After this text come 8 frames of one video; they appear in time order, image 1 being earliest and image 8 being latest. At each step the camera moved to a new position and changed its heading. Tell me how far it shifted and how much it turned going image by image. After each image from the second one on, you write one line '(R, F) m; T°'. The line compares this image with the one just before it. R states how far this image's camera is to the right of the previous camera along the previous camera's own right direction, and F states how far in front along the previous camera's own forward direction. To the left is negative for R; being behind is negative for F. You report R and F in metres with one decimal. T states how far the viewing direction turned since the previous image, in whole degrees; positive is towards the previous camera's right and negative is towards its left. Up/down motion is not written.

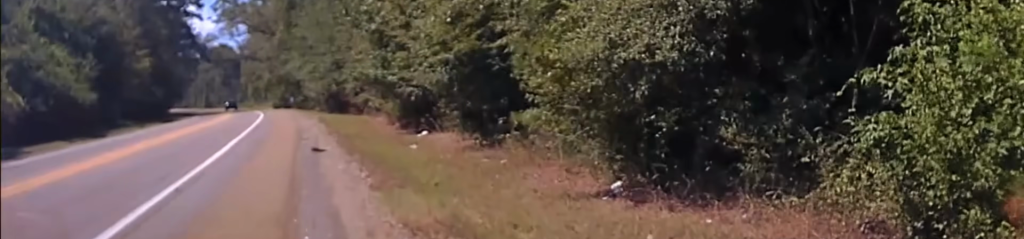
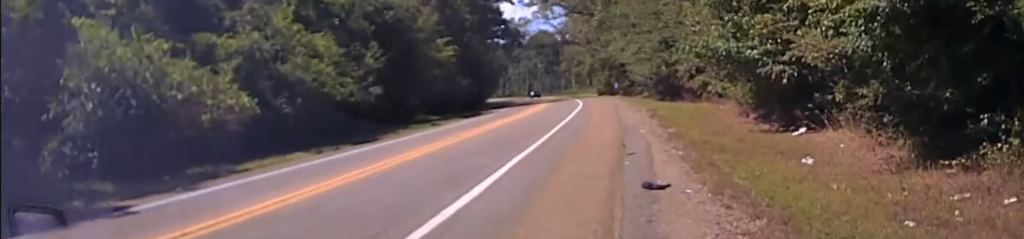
(-1.5, +10.3) m; -32°
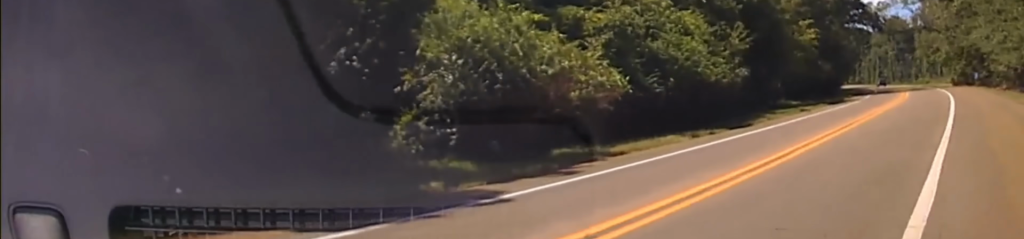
(-0.4, +2.6) m; -26°
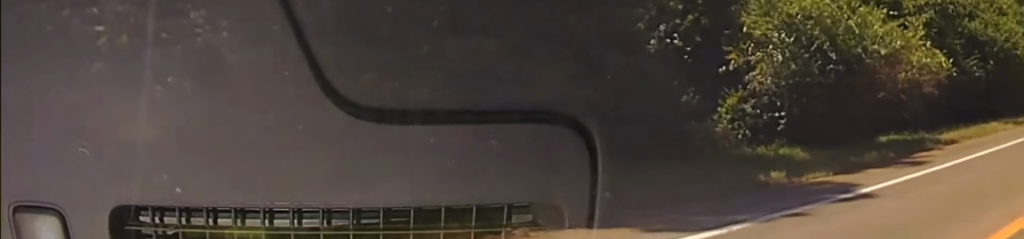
(-0.4, +1.7) m; -22°
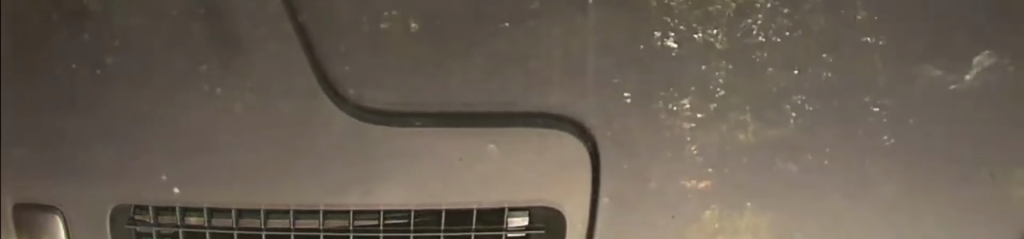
(-2.3, +4.1) m; -56°
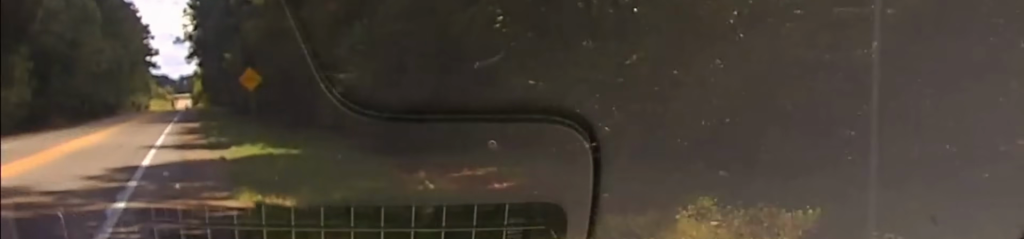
(-2.5, +5.4) m; -43°
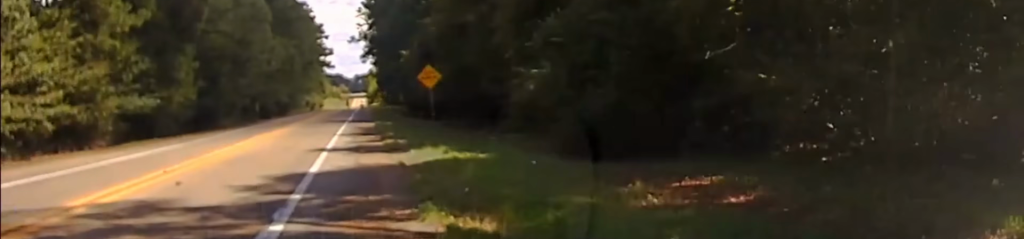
(-0.4, +3.0) m; -6°
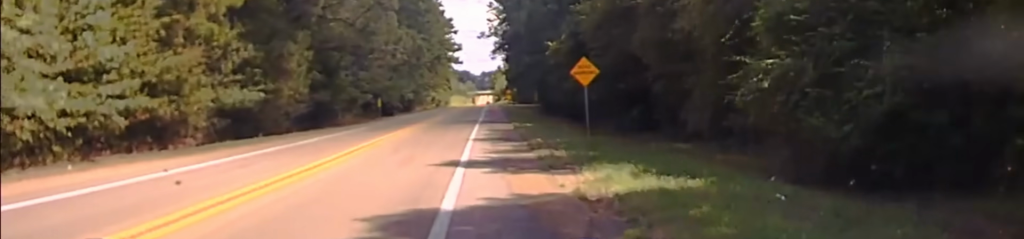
(-0.7, +7.9) m; -5°
